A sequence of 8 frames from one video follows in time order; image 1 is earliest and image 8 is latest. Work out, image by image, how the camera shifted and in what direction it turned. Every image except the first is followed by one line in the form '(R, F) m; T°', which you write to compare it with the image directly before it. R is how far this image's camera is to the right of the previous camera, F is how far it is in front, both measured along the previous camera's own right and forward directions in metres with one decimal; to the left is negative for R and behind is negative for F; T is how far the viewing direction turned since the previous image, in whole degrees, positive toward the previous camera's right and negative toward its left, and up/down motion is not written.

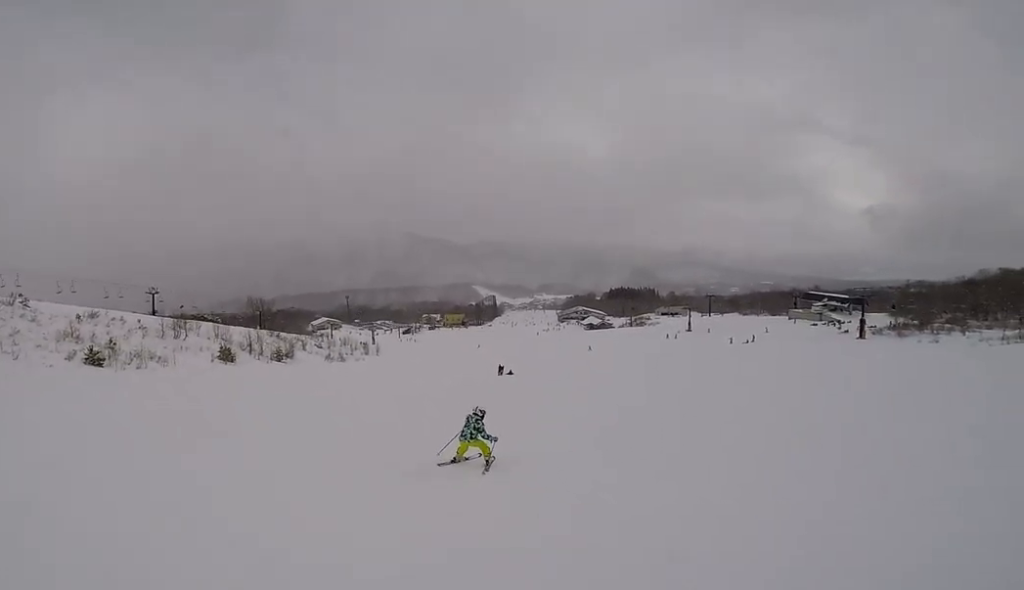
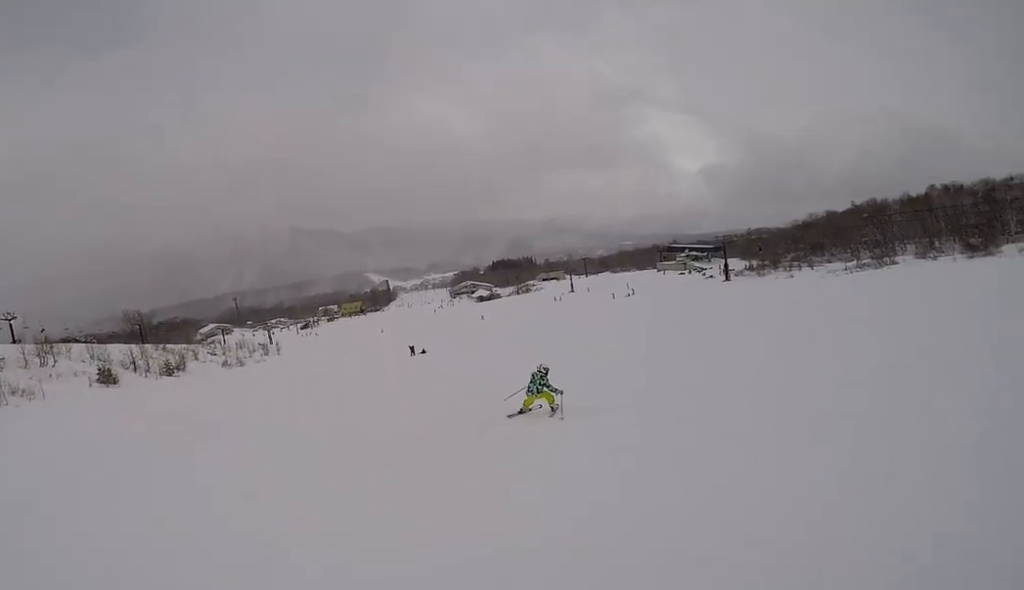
(+0.5, +3.4) m; +12°
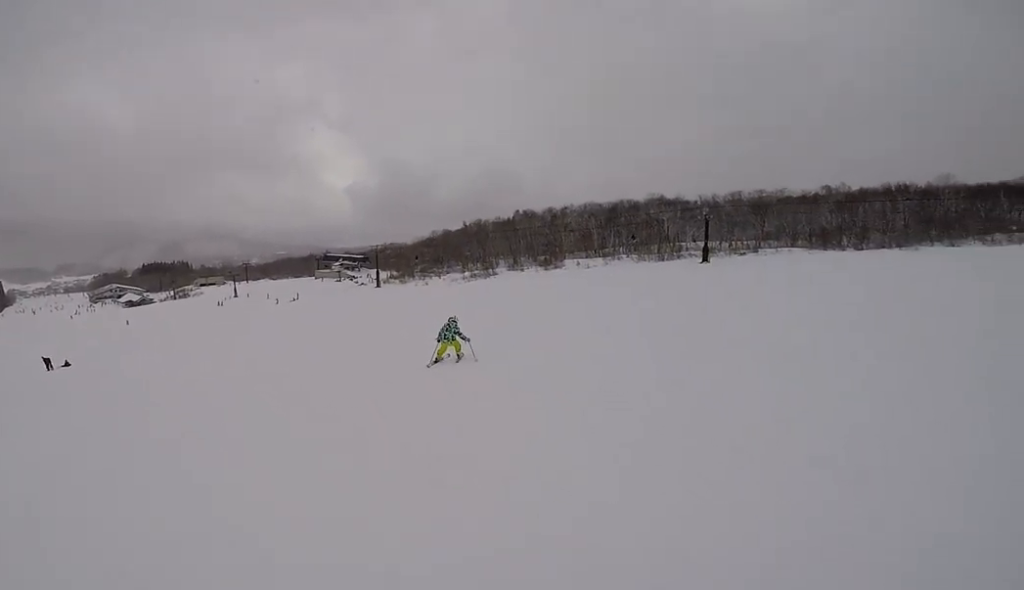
(+0.7, +5.2) m; +29°
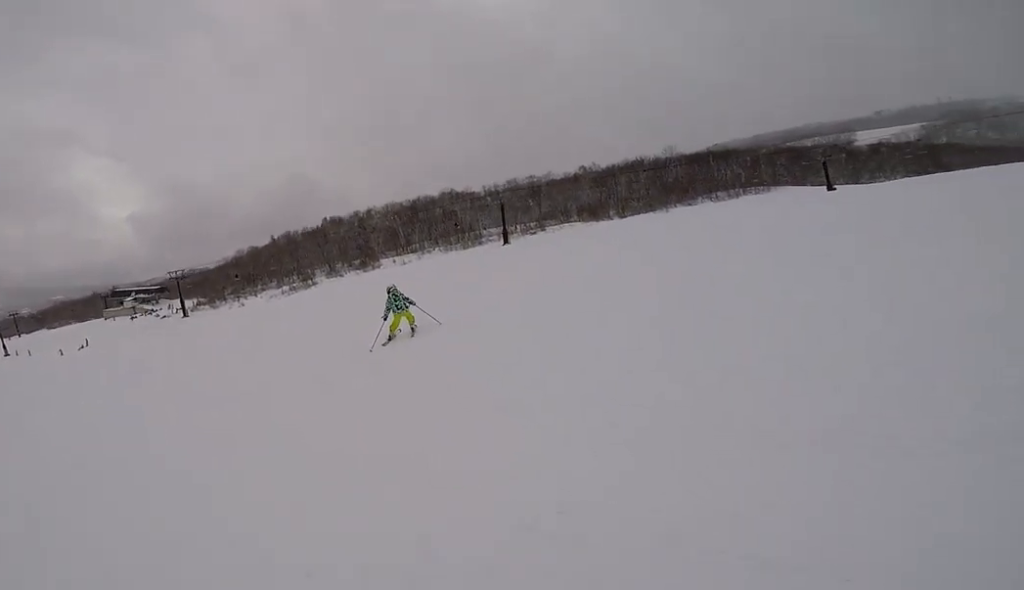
(+1.3, +3.7) m; +30°
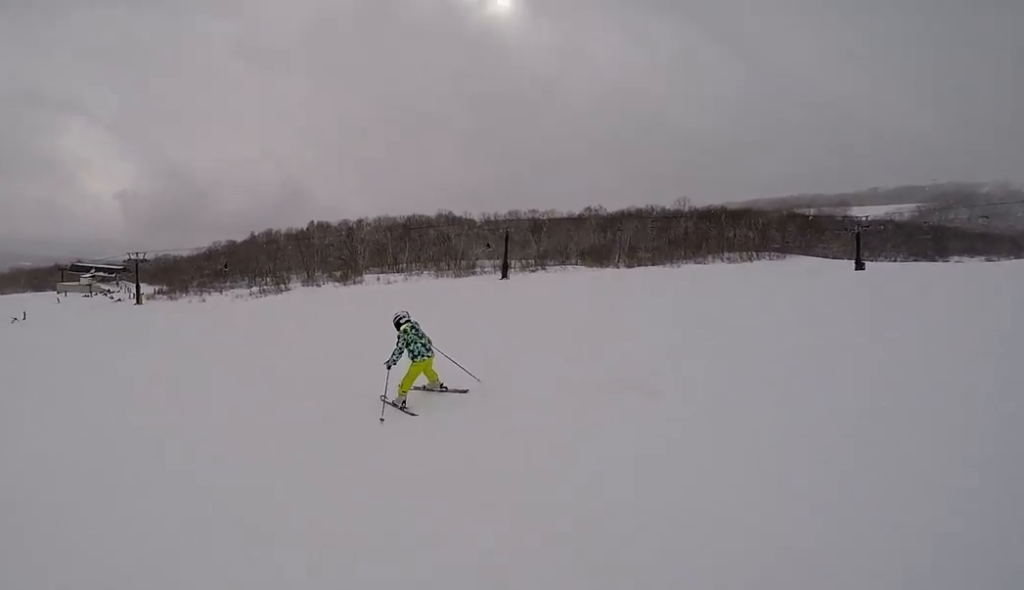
(+1.4, +7.4) m; -2°
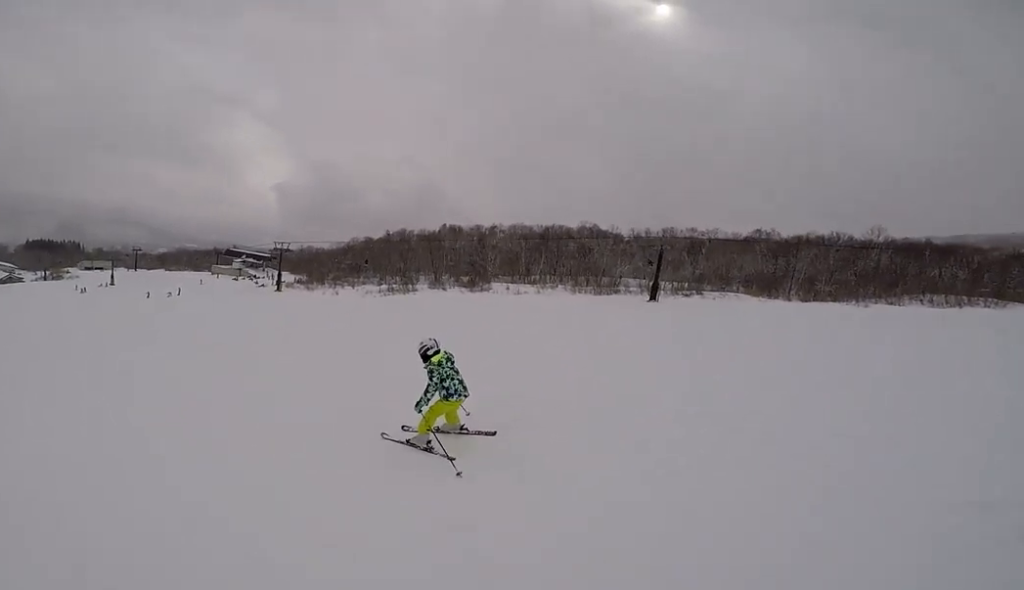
(-0.1, +2.1) m; -12°
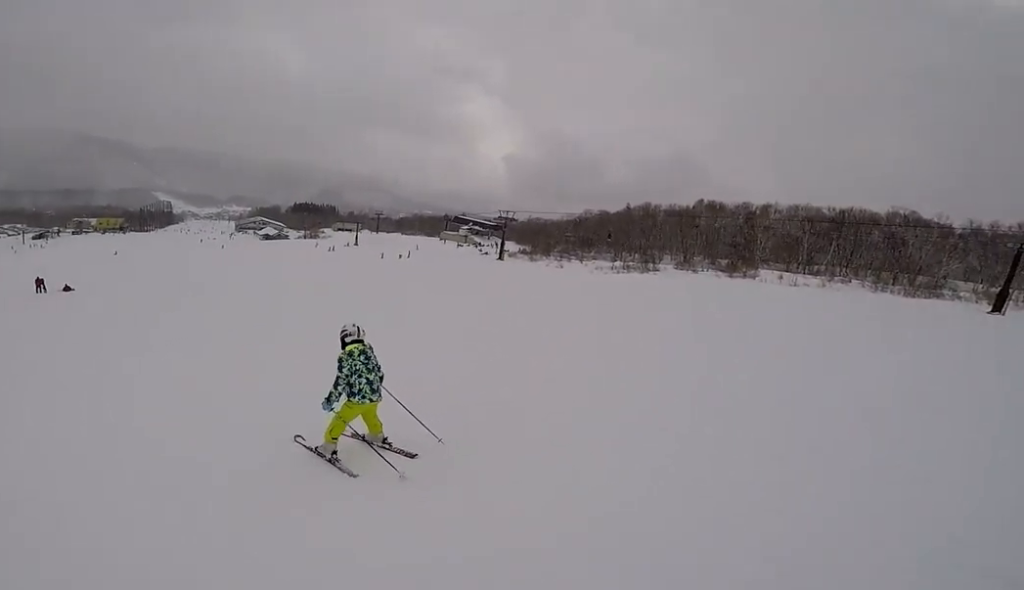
(-0.5, +2.7) m; -27°
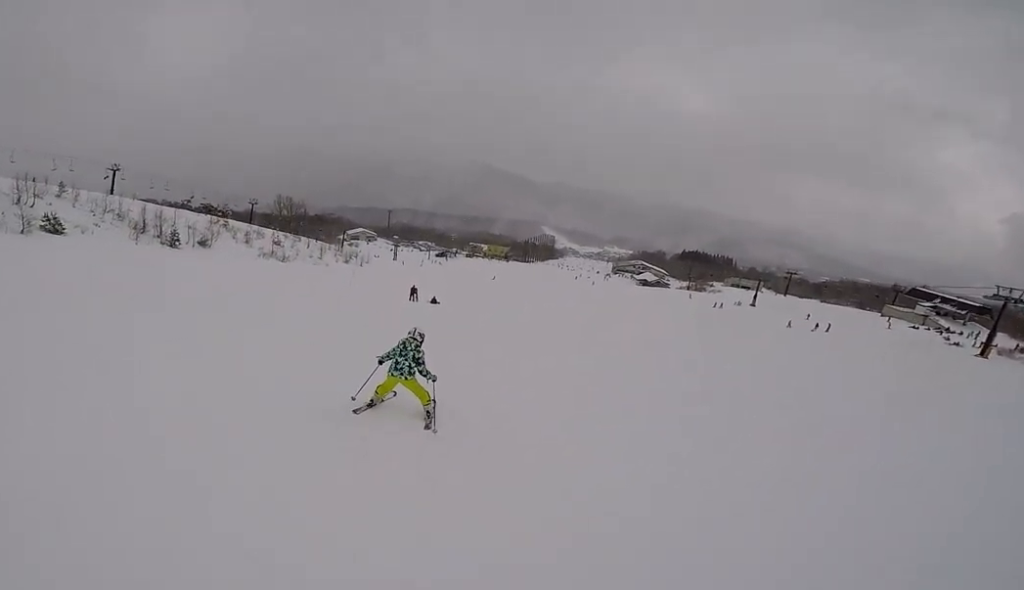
(-2.0, +4.6) m; -23°
